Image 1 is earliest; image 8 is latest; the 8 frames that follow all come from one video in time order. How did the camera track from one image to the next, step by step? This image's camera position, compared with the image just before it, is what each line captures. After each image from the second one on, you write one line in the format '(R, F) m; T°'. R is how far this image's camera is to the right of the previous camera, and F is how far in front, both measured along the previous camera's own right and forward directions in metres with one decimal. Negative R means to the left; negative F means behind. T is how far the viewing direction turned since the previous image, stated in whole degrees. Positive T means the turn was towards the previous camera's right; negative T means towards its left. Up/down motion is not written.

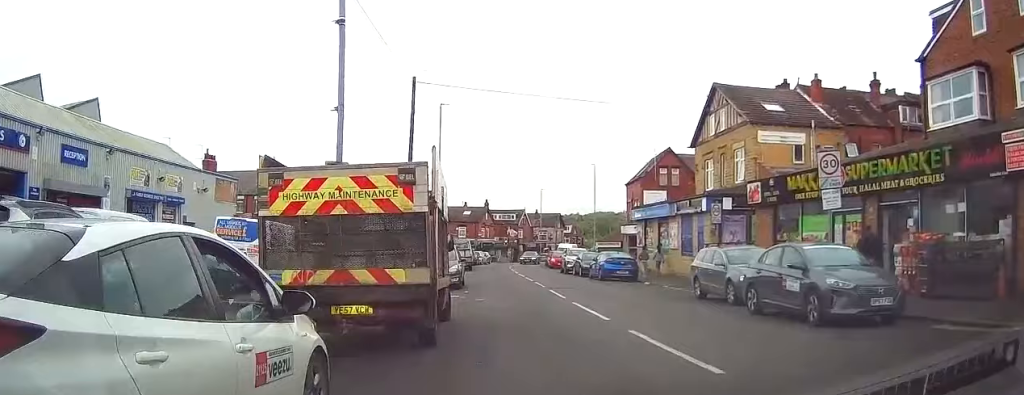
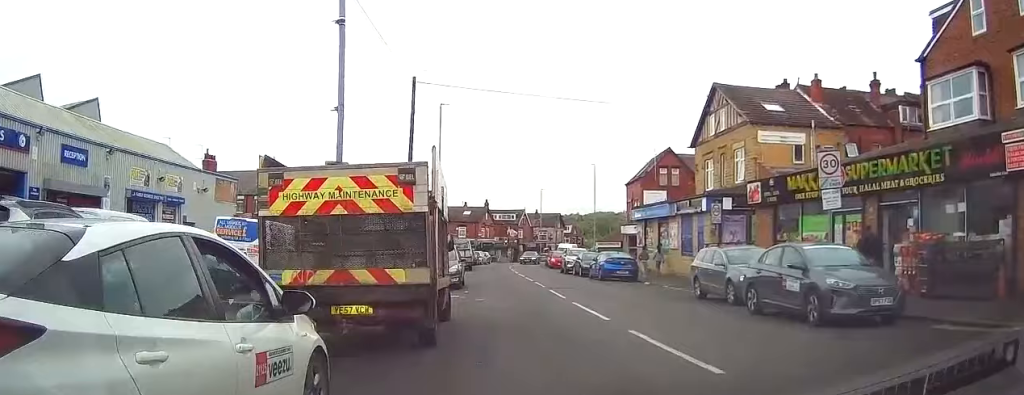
(+0.1, +0.3) m; 0°
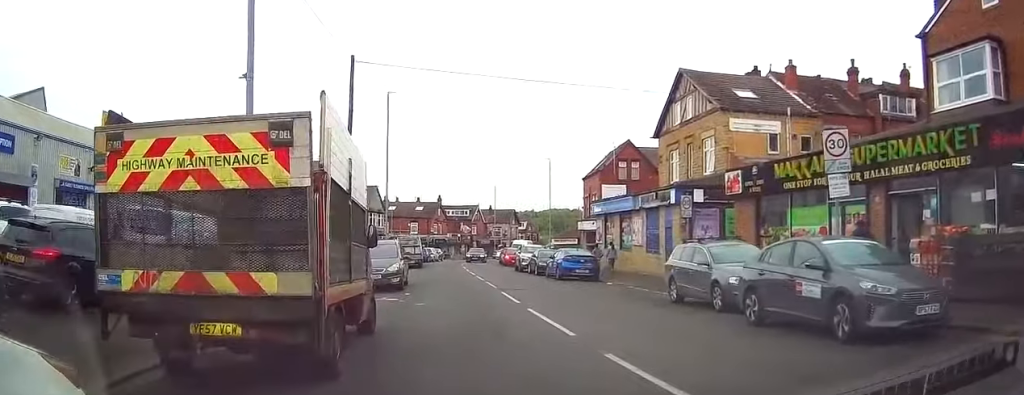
(+0.1, +0.4) m; 0°
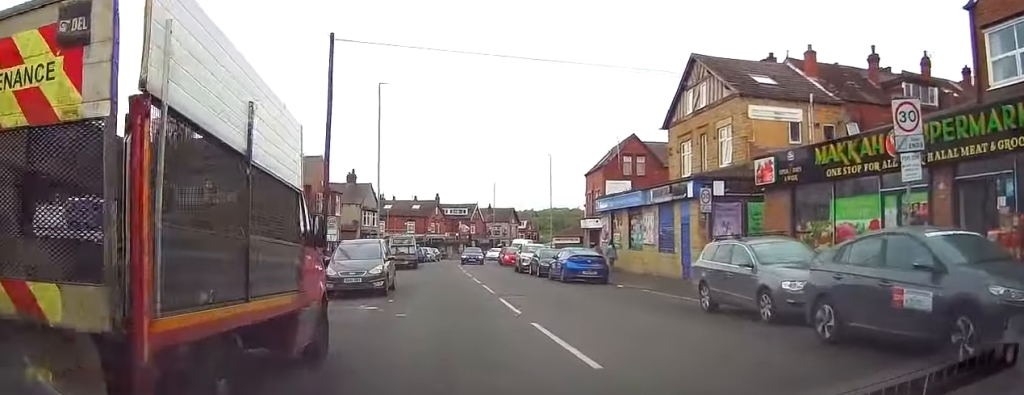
(+0.2, +1.1) m; -2°
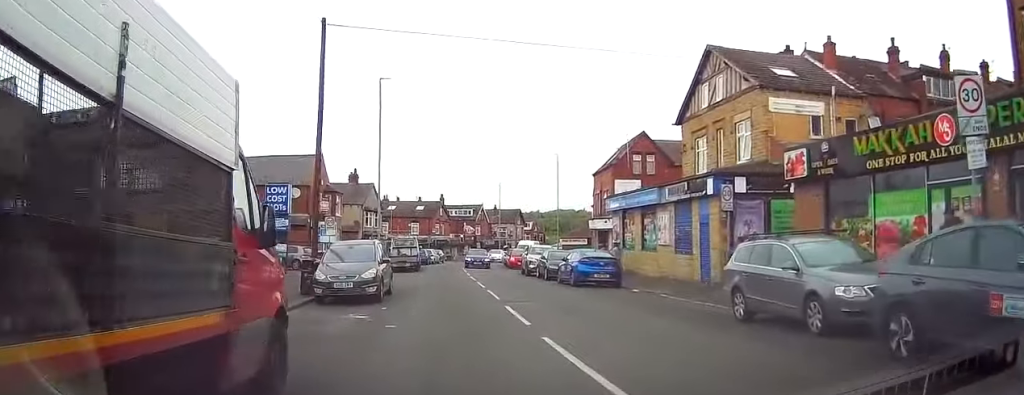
(+0.2, +1.1) m; -2°
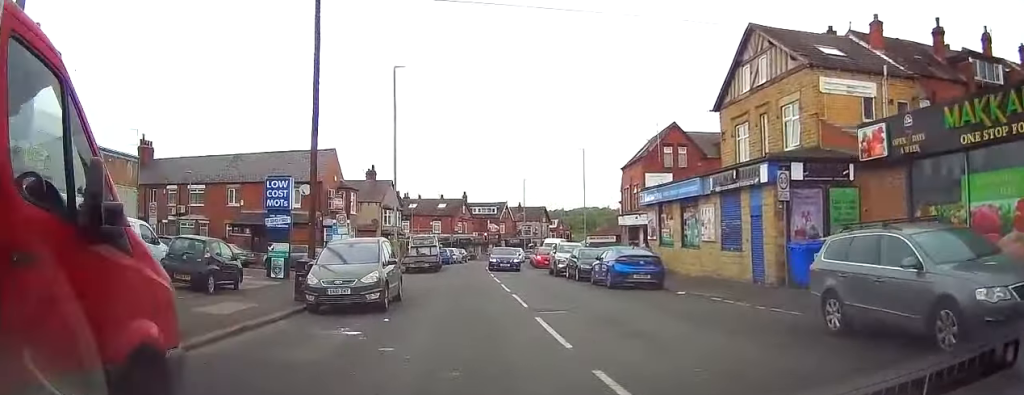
(-0.3, +2.9) m; -5°
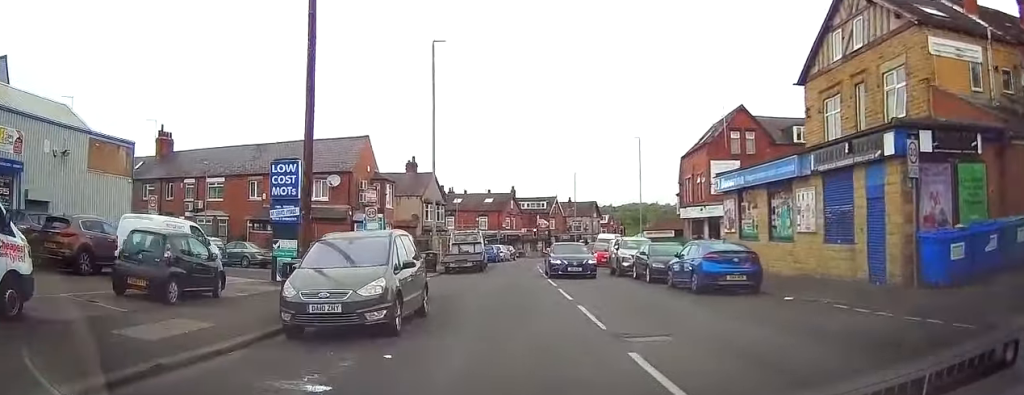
(-0.1, +4.4) m; +1°
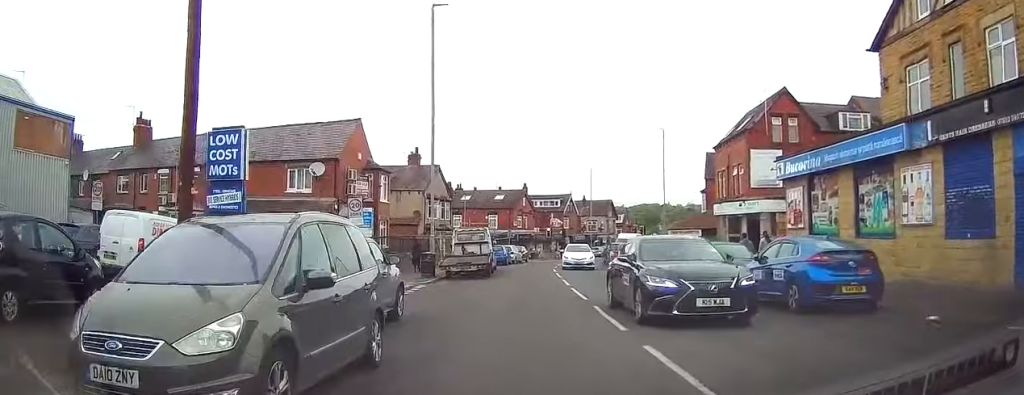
(+0.3, +5.9) m; +4°
